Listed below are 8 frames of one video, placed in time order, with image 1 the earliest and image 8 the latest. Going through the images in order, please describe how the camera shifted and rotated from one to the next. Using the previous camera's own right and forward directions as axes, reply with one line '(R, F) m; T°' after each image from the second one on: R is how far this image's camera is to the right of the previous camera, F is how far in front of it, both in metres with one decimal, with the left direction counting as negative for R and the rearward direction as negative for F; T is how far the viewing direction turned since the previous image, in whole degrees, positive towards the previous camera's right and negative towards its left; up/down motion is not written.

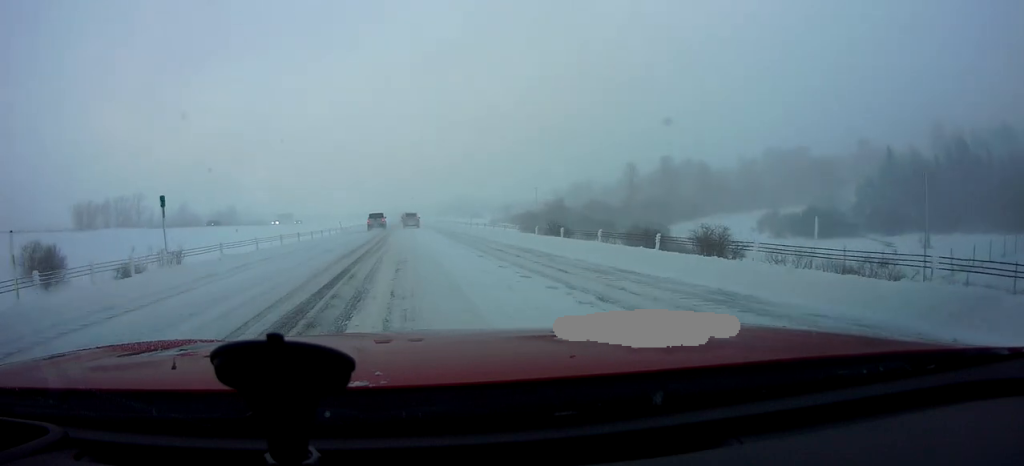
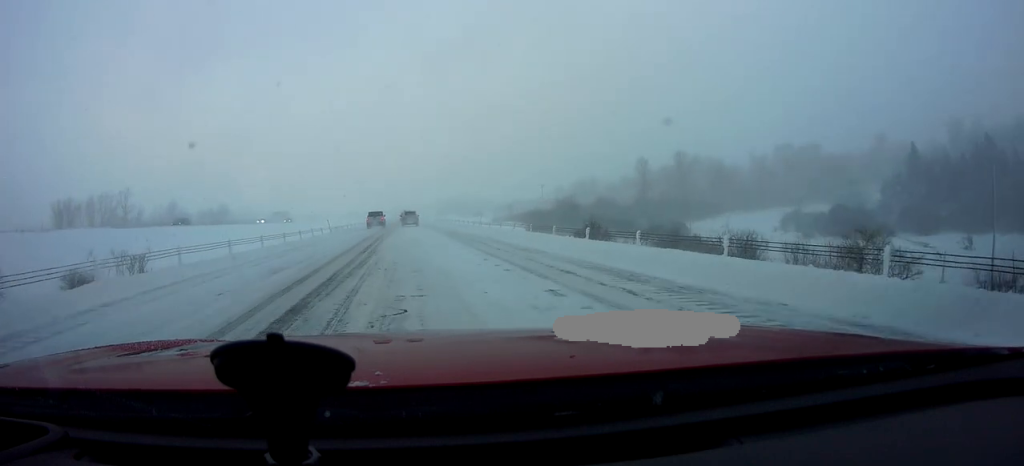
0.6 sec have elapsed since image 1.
(+0.2, +8.4) m; 0°
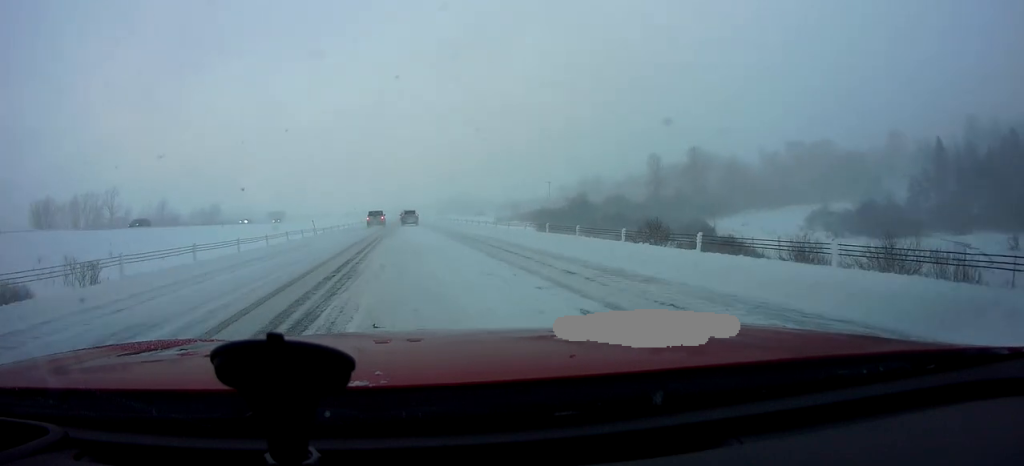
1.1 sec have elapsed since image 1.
(+0.4, +8.5) m; 0°
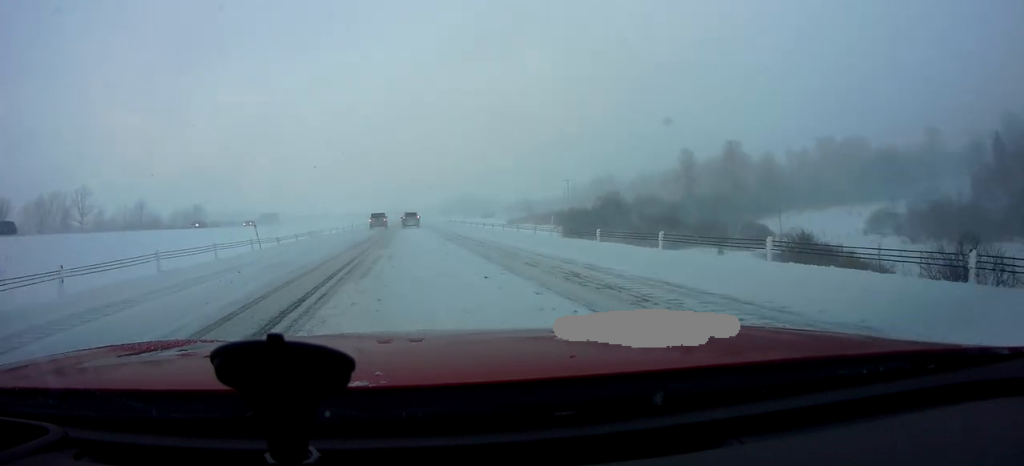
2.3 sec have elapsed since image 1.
(-0.5, +17.4) m; 0°
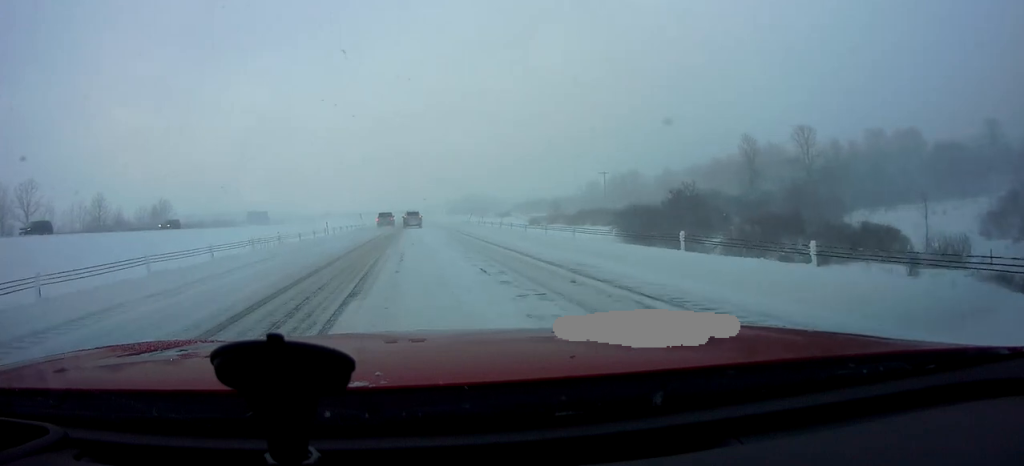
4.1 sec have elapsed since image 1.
(+0.3, +25.7) m; -2°
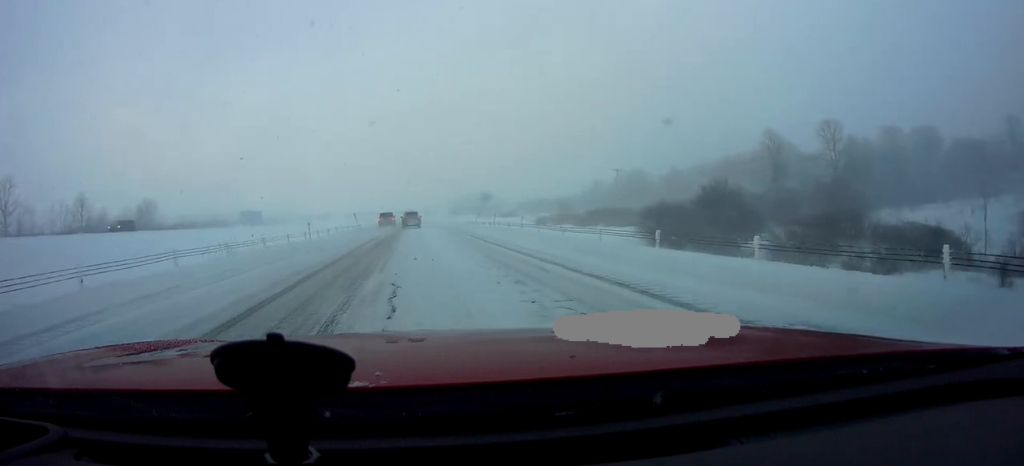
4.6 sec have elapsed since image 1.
(-0.1, +8.1) m; +1°
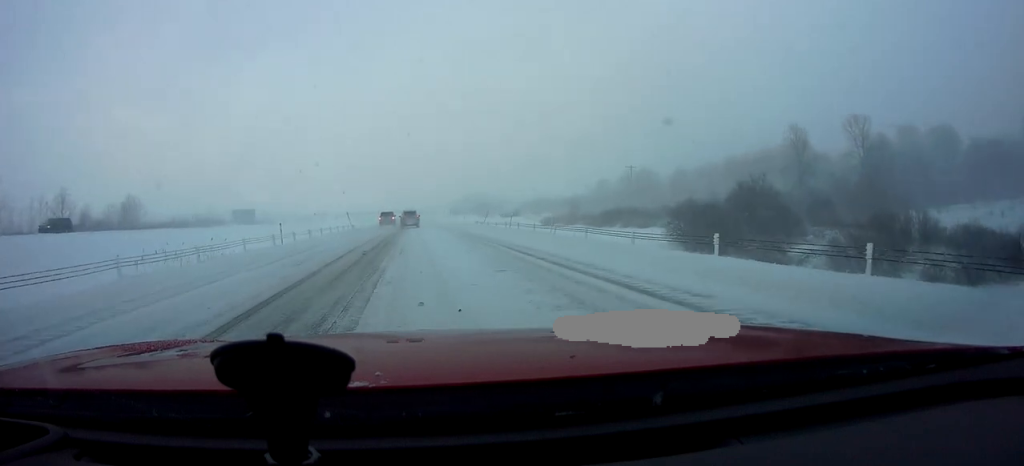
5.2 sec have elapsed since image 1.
(-0.2, +8.0) m; +1°
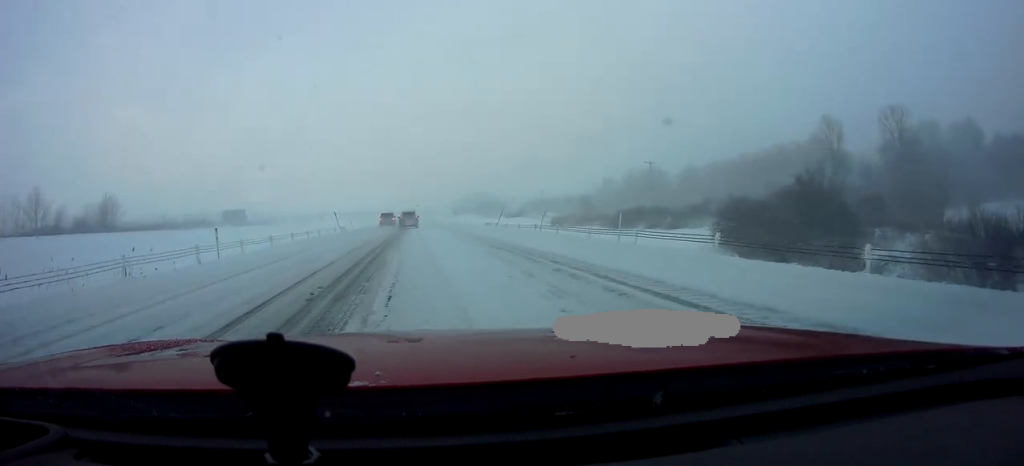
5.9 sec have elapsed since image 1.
(+0.6, +9.7) m; 0°
